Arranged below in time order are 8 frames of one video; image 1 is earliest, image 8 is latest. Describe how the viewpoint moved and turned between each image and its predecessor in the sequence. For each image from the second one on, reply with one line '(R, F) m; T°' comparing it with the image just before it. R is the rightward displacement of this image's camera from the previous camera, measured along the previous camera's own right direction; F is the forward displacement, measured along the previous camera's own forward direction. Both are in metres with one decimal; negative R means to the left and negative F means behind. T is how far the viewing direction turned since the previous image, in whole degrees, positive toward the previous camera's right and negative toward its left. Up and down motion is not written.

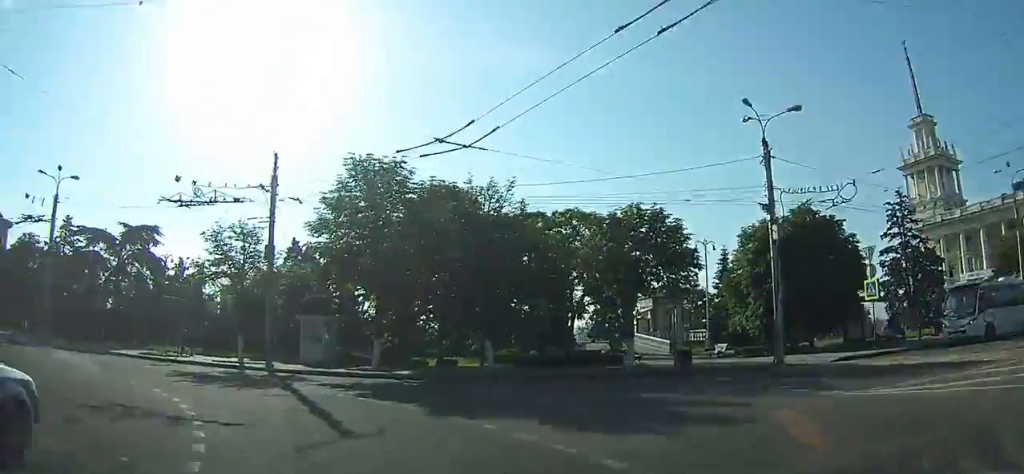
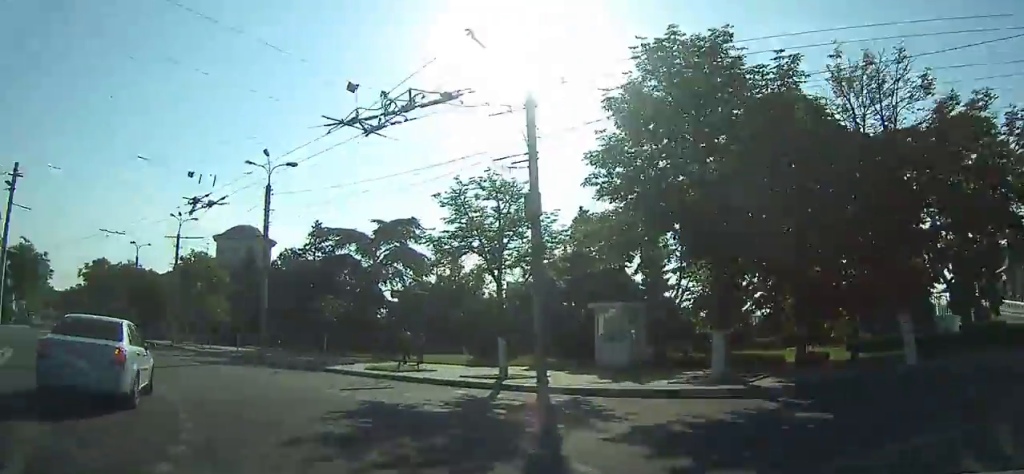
(-2.3, +9.1) m; -23°
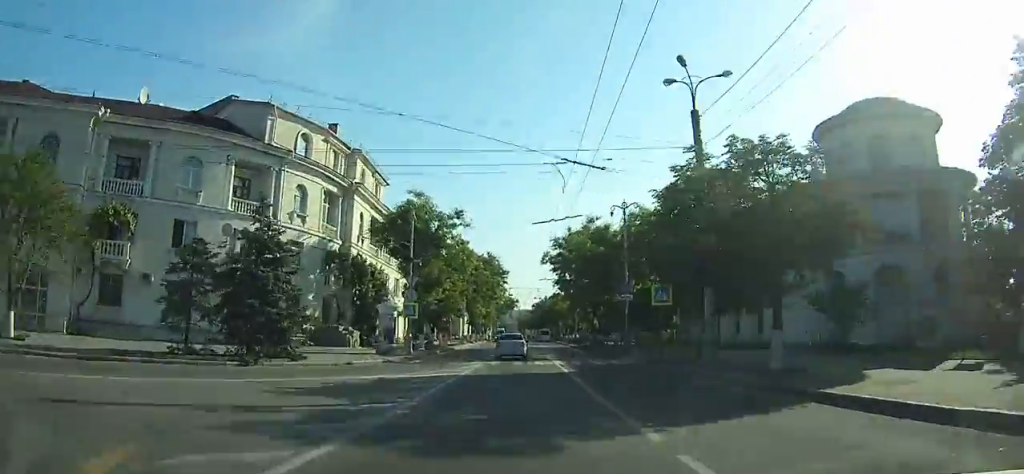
(-29.5, +42.4) m; -44°
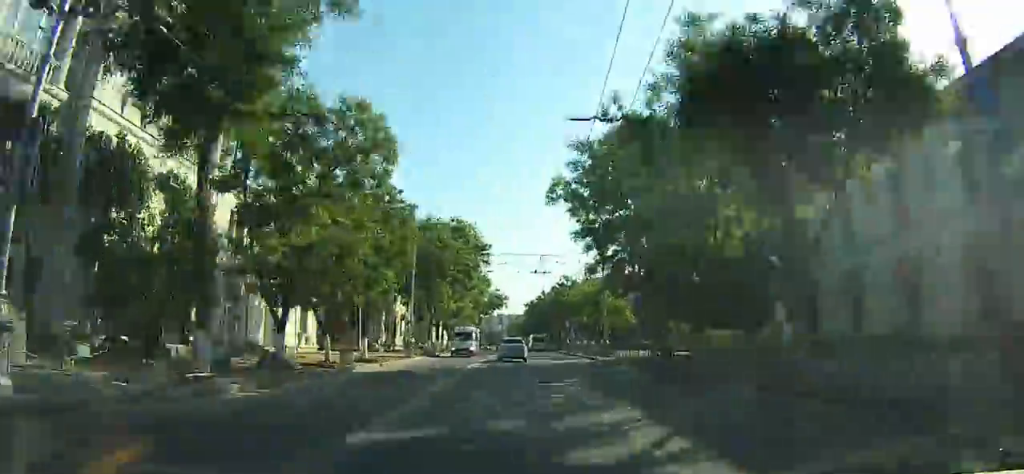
(-0.6, +28.9) m; -1°
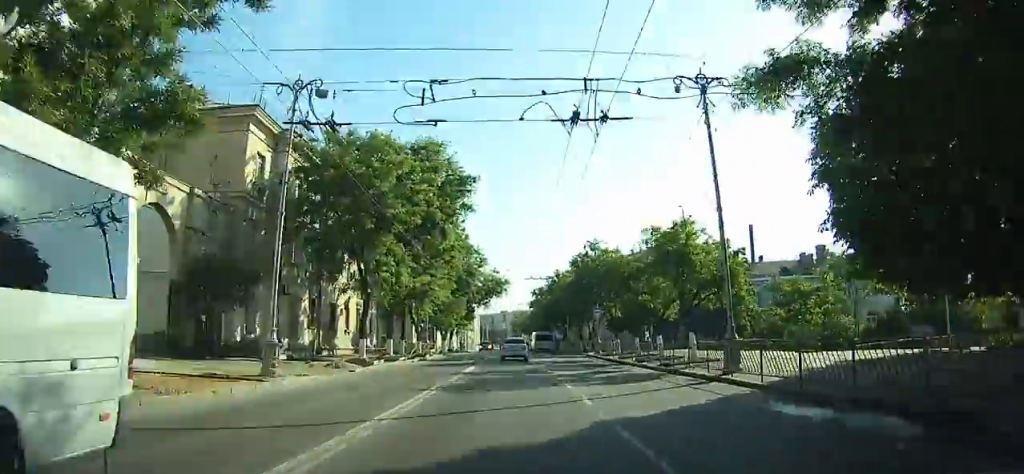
(0.0, +23.3) m; 0°
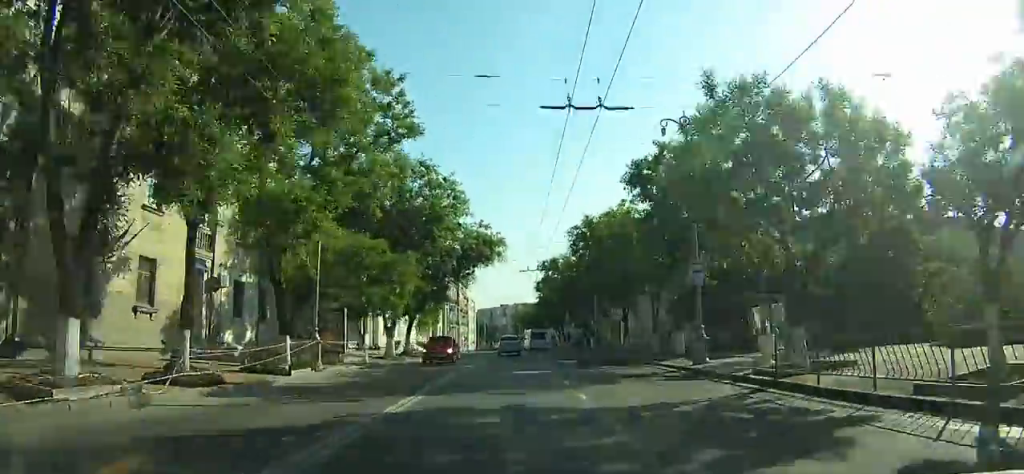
(+0.2, +26.8) m; 0°
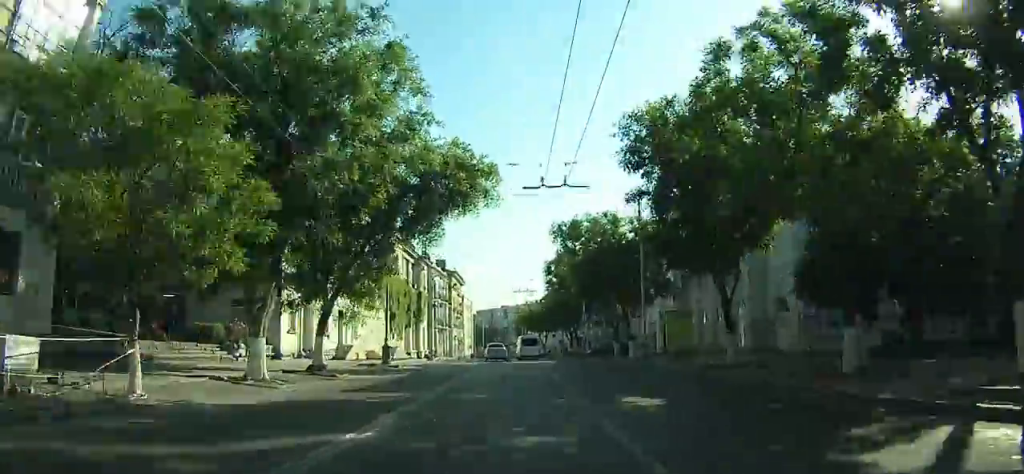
(-0.1, +18.8) m; +2°
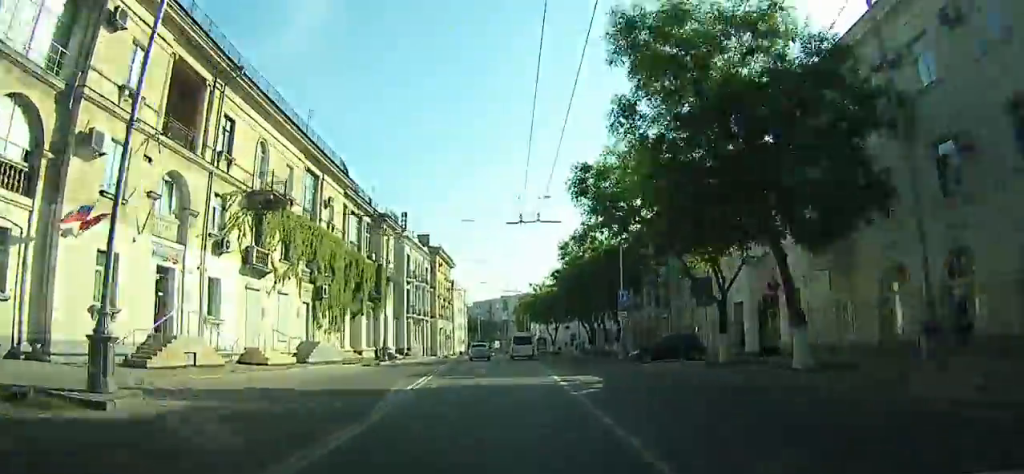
(-1.0, +22.3) m; +3°
